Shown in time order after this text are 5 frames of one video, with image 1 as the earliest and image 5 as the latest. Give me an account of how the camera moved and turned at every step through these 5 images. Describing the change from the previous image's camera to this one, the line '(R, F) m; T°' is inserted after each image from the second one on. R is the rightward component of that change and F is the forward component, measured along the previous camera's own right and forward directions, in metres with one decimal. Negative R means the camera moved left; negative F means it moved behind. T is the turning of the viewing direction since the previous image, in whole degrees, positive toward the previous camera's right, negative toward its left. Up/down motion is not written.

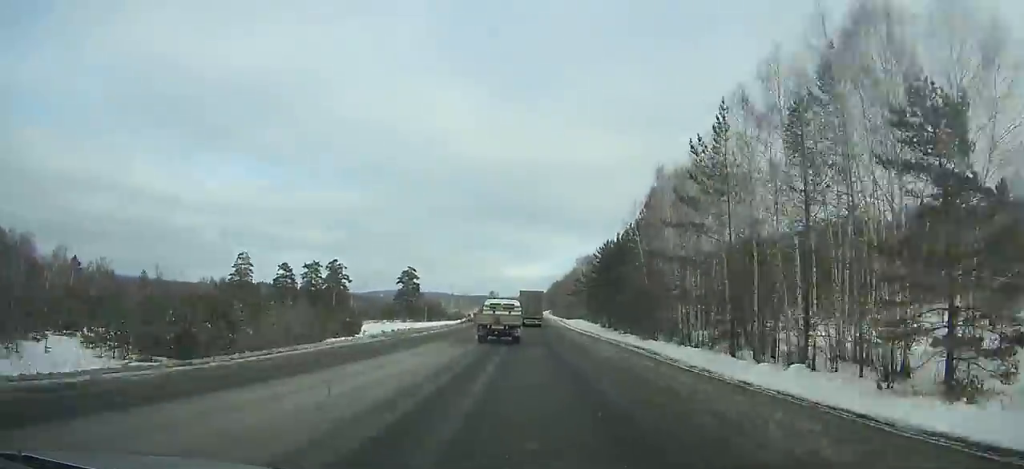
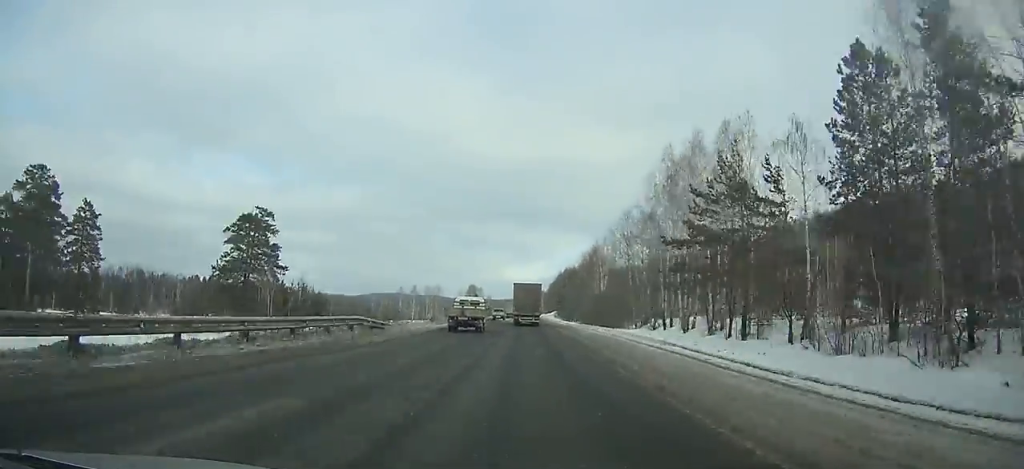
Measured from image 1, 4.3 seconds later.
(-0.3, +89.6) m; -1°
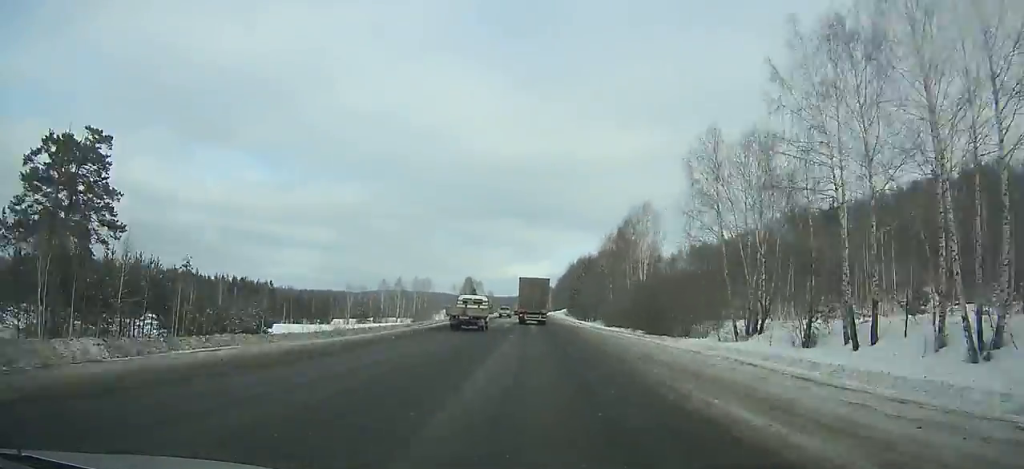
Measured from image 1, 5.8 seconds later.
(+0.1, +31.7) m; 0°
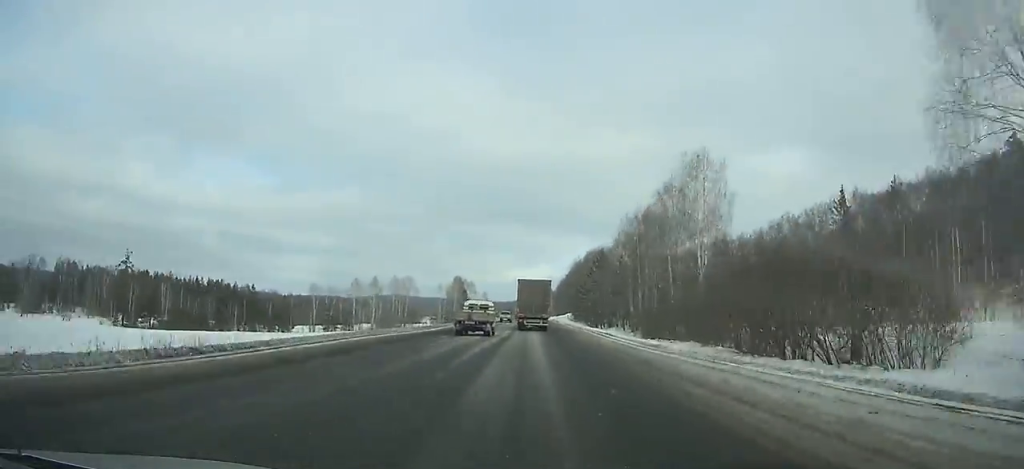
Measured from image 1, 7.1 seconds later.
(-0.3, +27.0) m; 0°
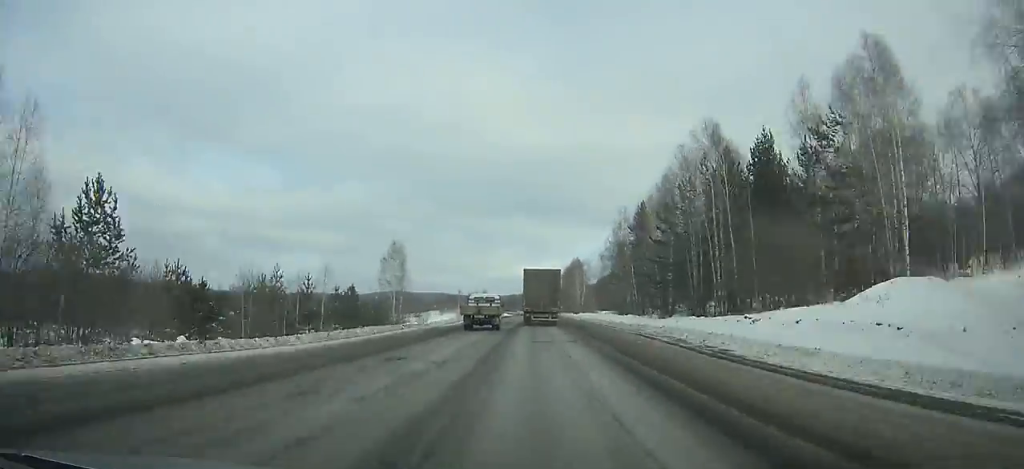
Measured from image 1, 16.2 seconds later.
(+0.5, +182.1) m; +1°
